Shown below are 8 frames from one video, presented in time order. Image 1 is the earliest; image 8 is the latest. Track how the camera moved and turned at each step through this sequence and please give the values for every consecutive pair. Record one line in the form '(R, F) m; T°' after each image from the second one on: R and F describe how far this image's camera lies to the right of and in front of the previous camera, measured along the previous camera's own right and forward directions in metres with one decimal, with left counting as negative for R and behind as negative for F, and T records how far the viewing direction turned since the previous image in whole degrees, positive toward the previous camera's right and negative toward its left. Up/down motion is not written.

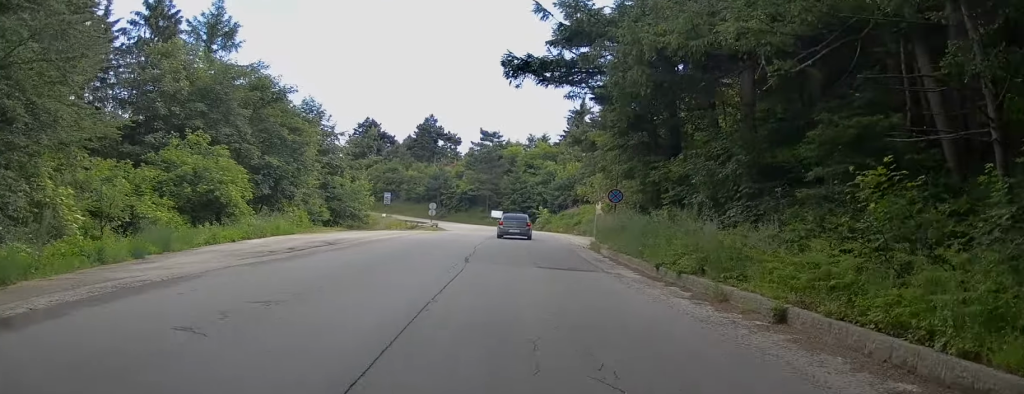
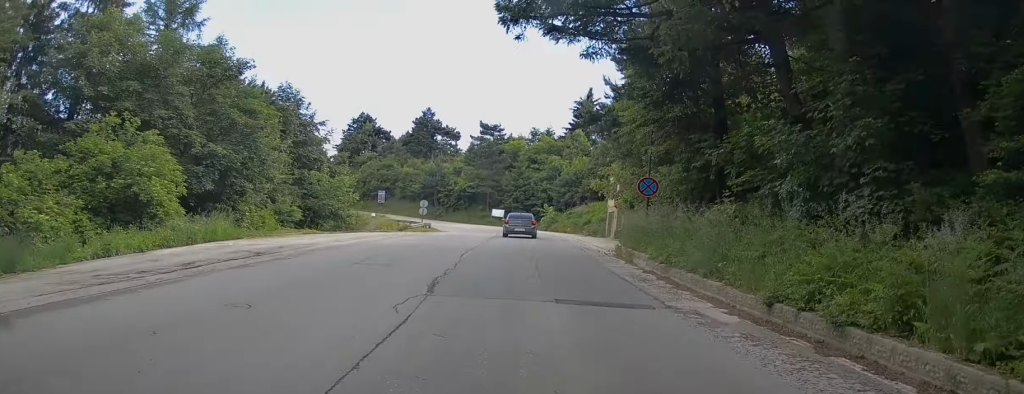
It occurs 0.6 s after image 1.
(-0.2, +7.0) m; -2°
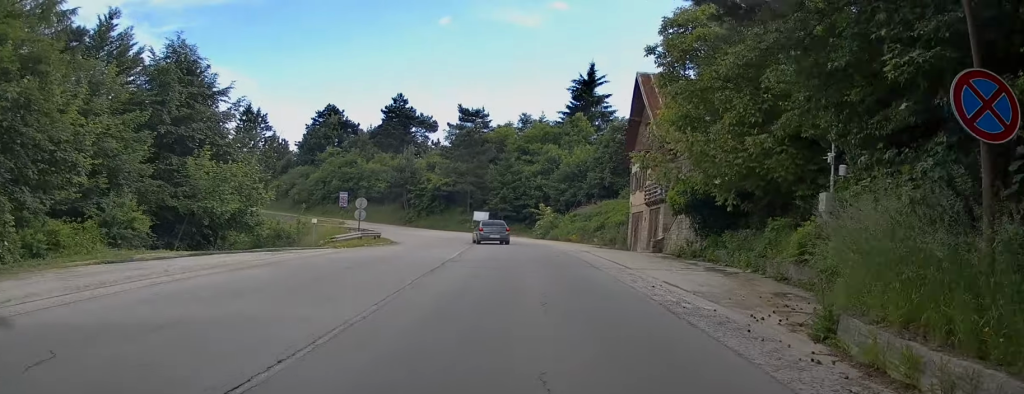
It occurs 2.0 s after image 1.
(0.0, +17.6) m; +1°
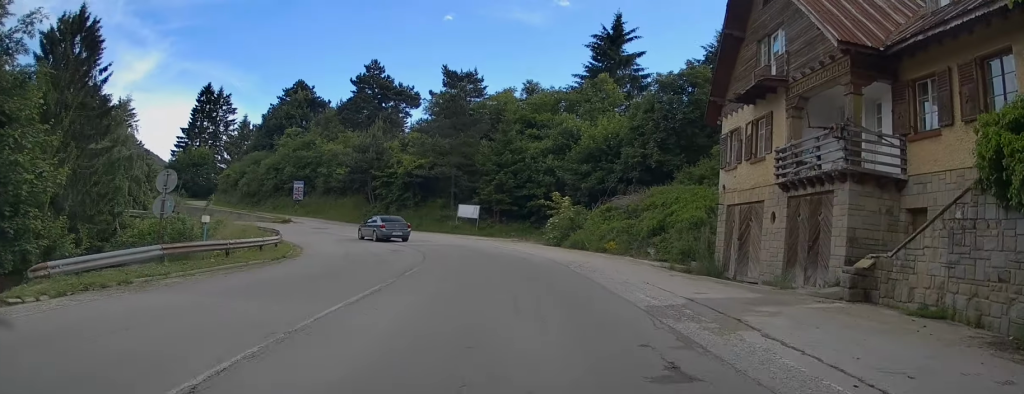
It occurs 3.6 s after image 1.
(0.0, +19.8) m; -3°
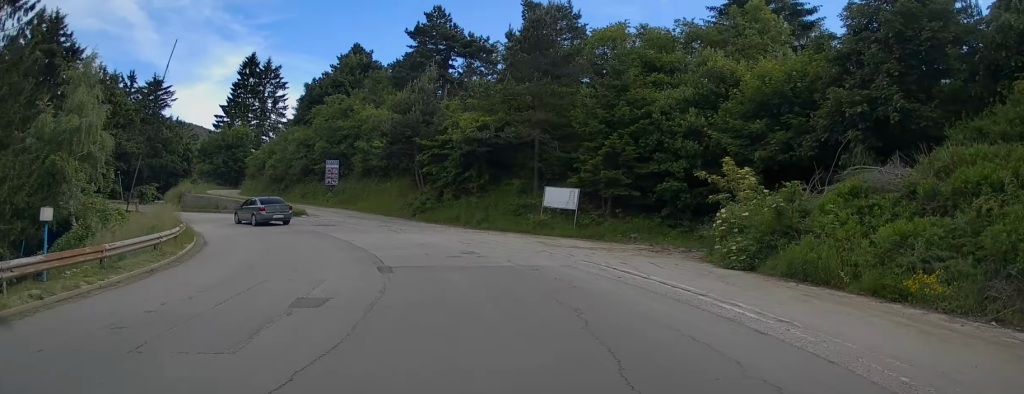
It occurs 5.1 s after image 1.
(-1.7, +18.5) m; -13°
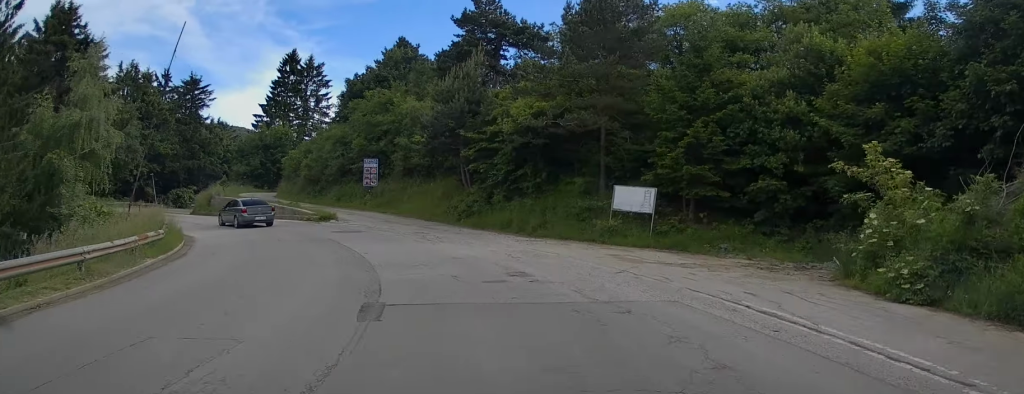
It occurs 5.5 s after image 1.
(+0.2, +5.3) m; -6°
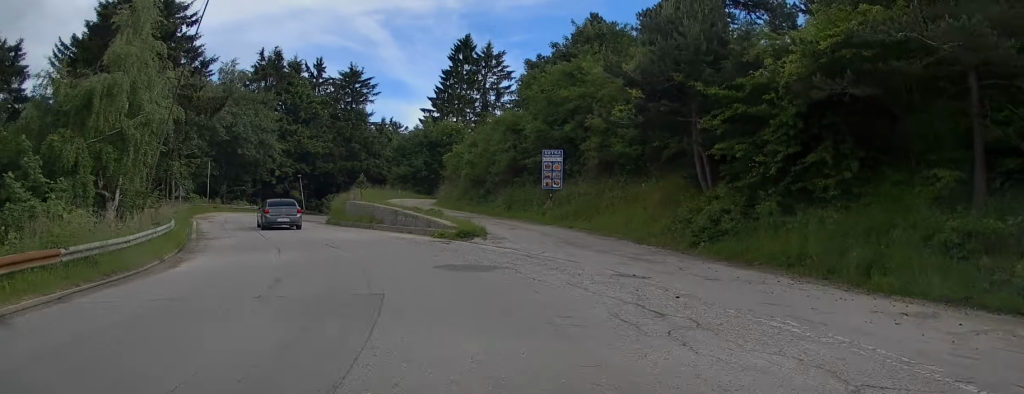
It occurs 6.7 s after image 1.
(-2.3, +13.9) m; -17°
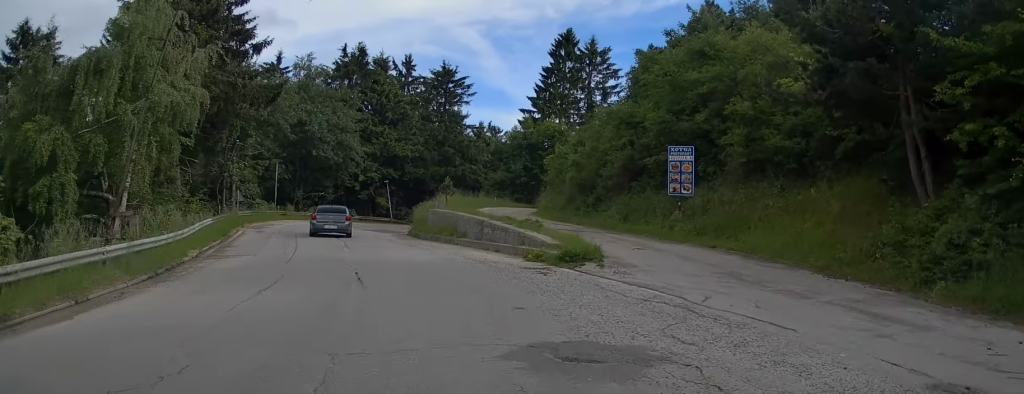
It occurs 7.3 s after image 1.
(-0.7, +6.8) m; -7°
